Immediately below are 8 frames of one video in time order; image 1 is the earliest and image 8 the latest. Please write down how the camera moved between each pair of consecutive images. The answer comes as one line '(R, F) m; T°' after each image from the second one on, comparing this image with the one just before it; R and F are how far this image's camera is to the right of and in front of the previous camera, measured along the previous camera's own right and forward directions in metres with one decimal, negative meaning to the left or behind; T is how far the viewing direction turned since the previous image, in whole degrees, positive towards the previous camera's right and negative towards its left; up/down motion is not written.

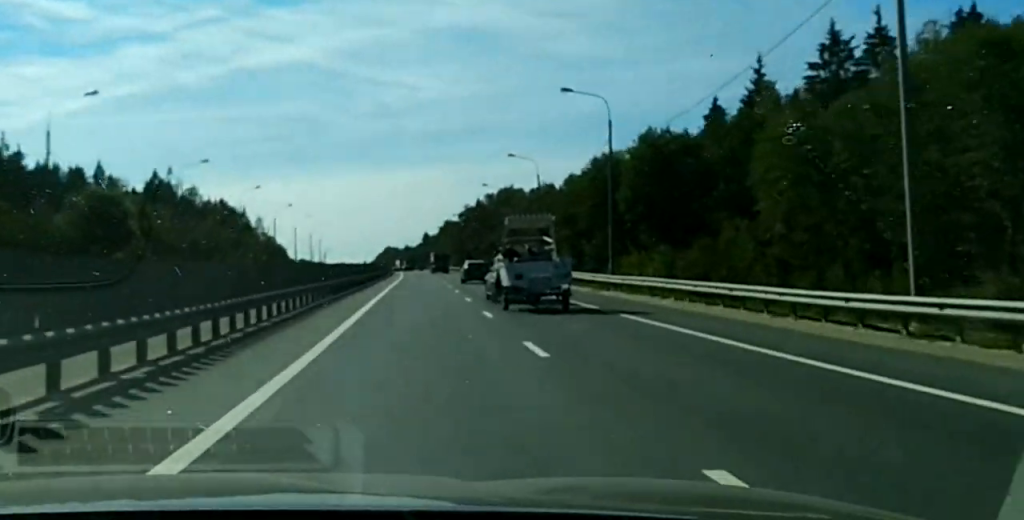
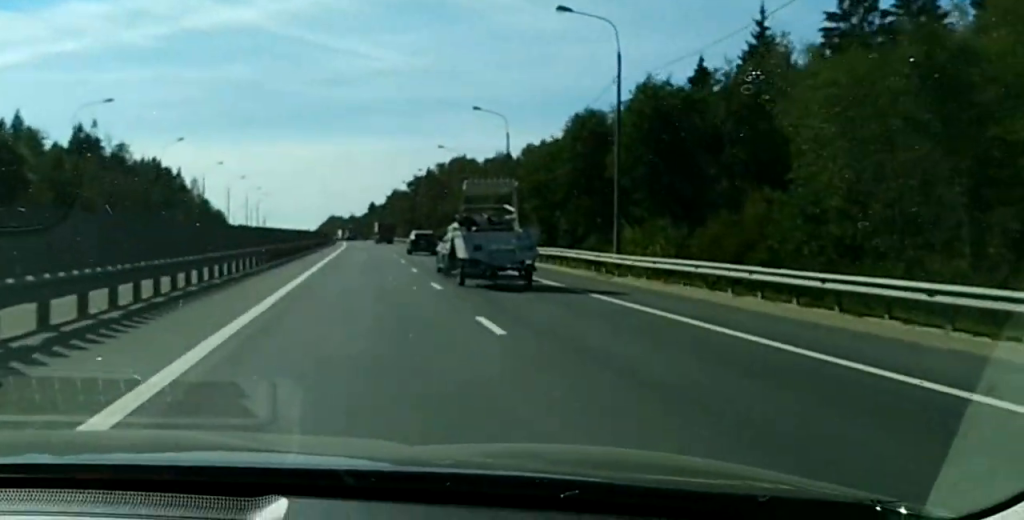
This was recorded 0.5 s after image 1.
(+0.2, +13.5) m; 0°
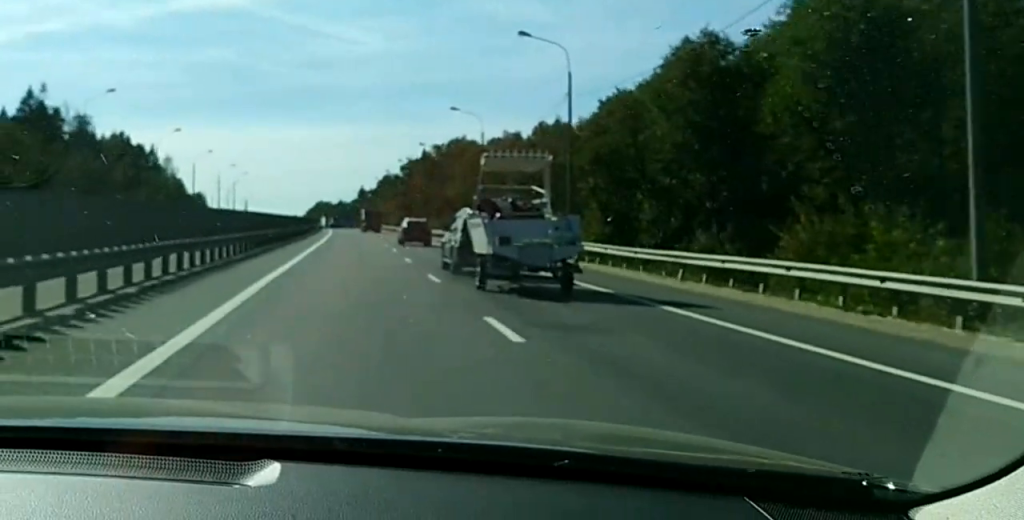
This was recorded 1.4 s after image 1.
(-0.2, +24.8) m; -1°
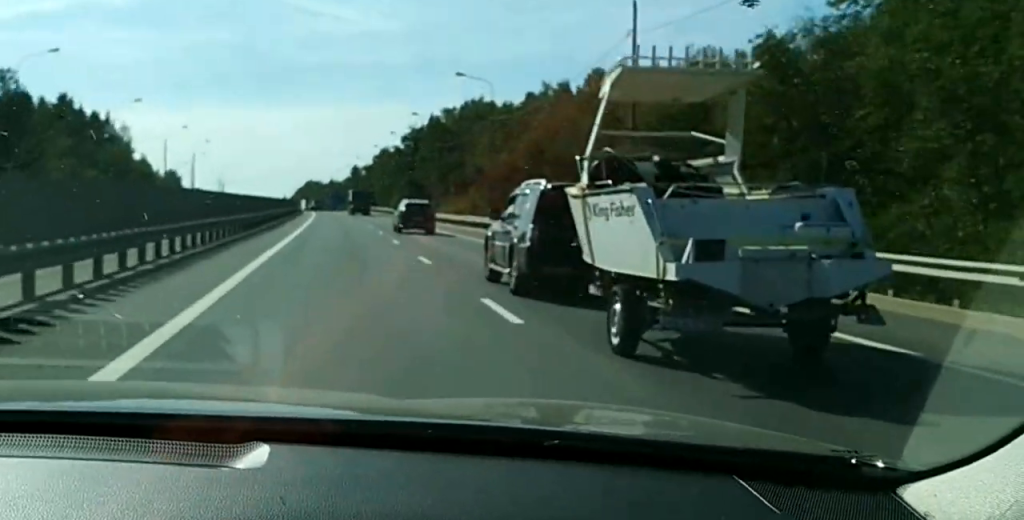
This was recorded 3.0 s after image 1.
(-0.7, +45.3) m; 0°
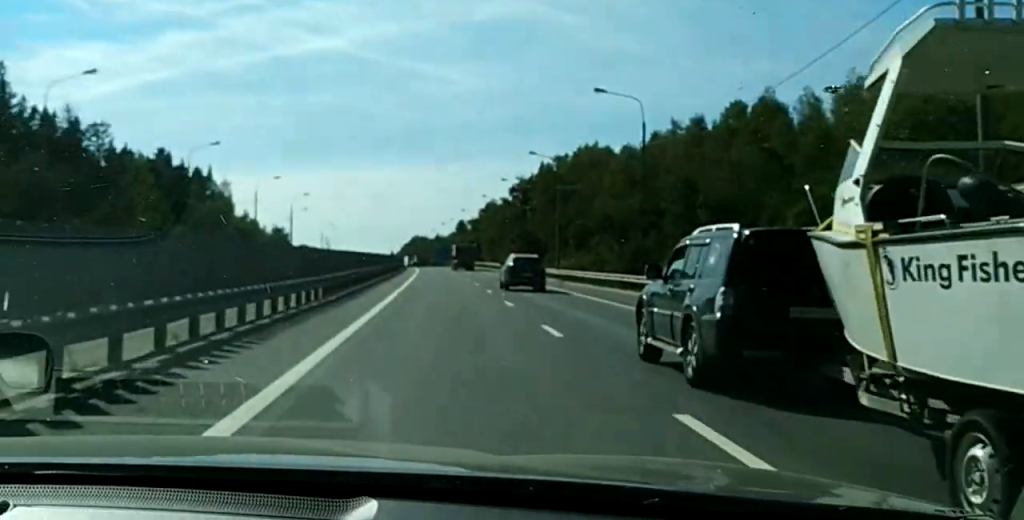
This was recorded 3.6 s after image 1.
(+0.2, +17.0) m; 0°
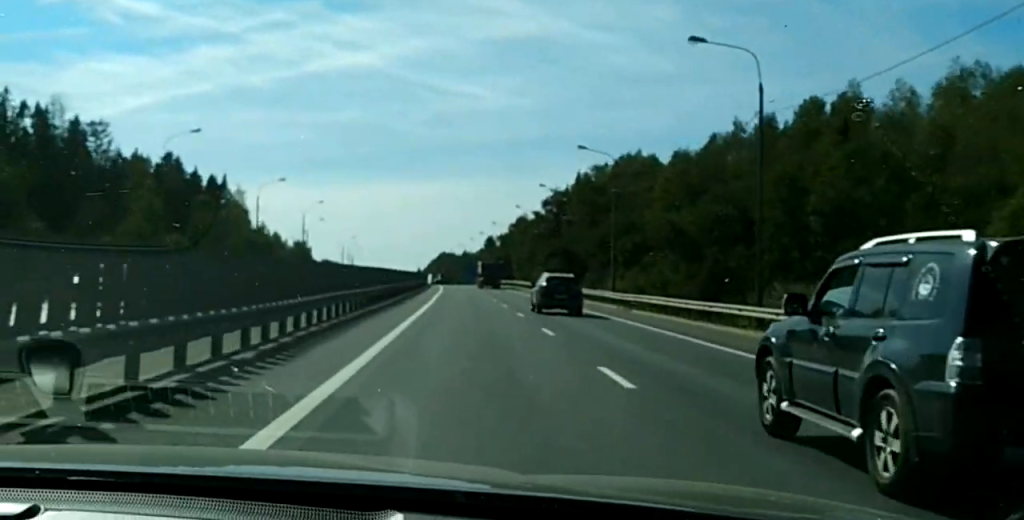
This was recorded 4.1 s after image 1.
(0.0, +15.8) m; 0°
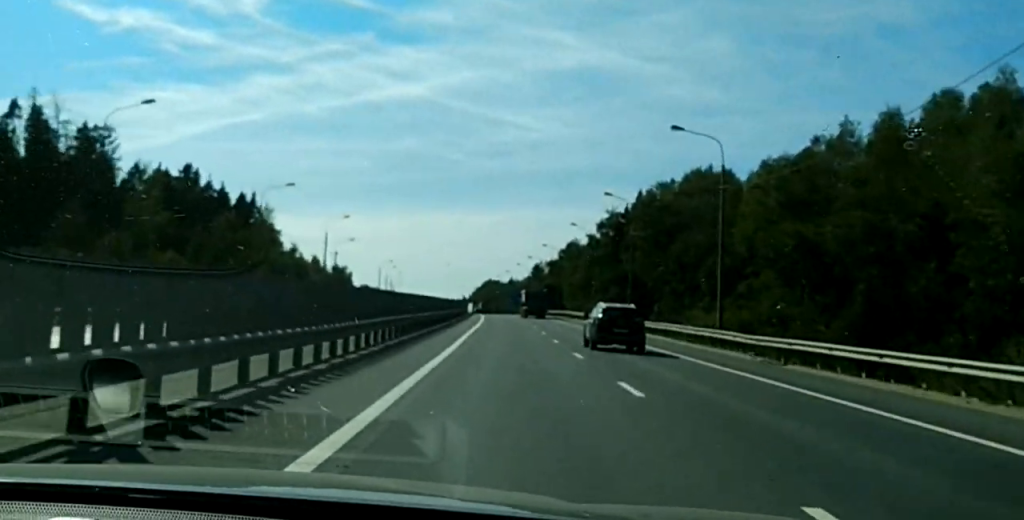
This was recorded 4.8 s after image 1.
(-0.1, +19.1) m; 0°
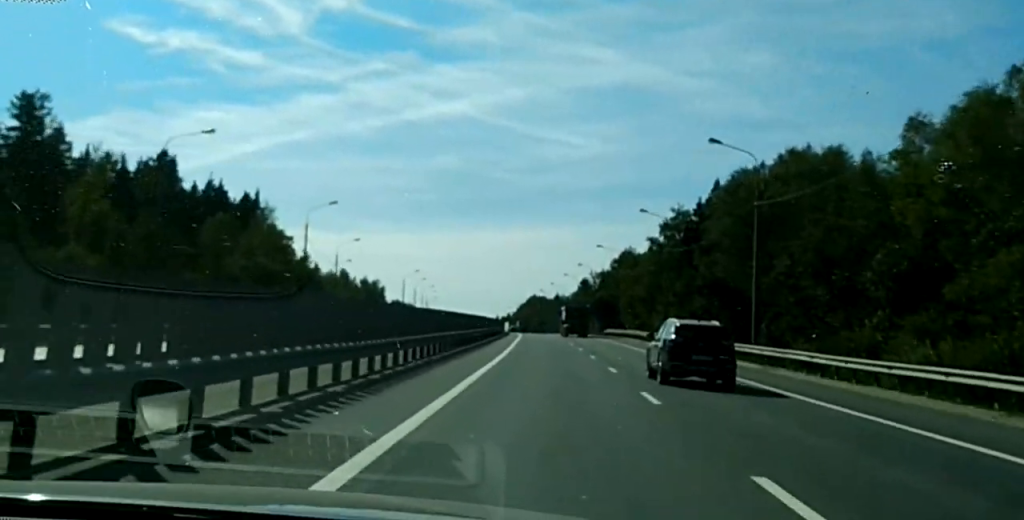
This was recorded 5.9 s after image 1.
(+0.2, +31.5) m; 0°
